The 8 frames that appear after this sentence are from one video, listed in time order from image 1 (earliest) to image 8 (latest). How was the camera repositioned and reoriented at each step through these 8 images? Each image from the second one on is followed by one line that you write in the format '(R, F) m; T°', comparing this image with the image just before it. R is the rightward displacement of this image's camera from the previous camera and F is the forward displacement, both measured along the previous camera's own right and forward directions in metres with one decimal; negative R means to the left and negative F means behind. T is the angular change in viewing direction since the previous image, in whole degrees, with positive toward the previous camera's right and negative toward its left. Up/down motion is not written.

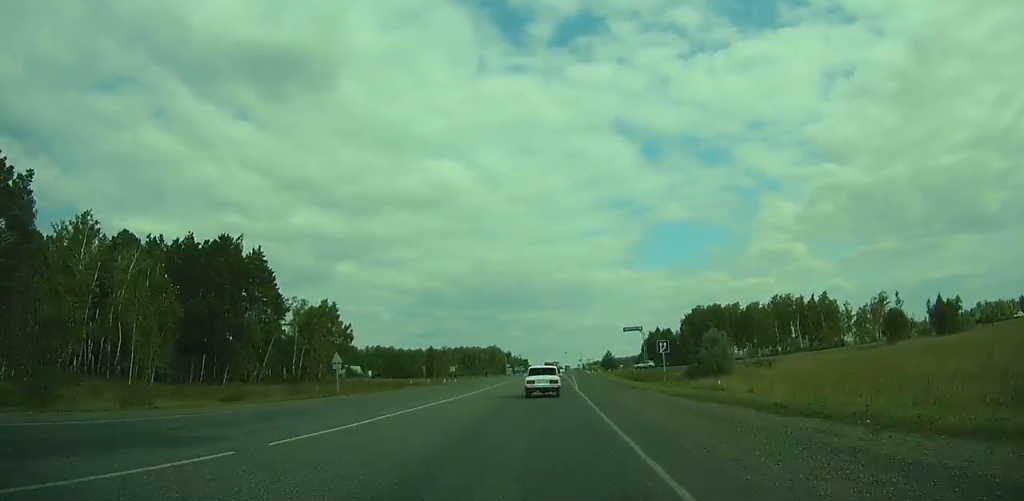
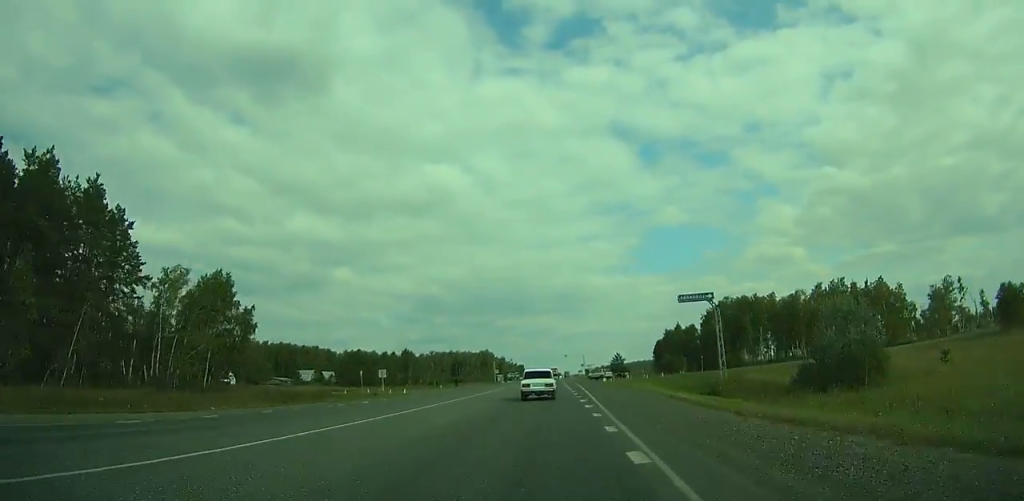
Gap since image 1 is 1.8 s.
(0.0, +34.9) m; 0°
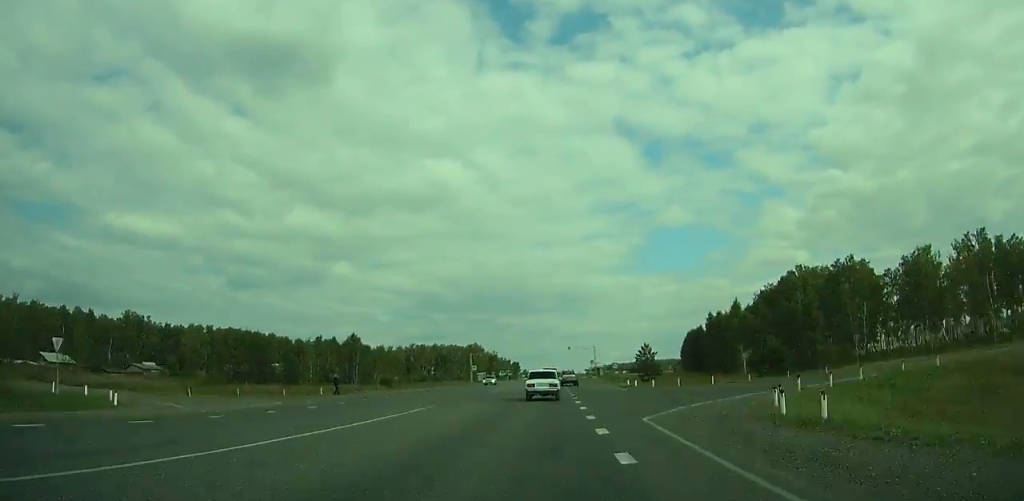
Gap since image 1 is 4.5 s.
(+0.1, +51.4) m; 0°
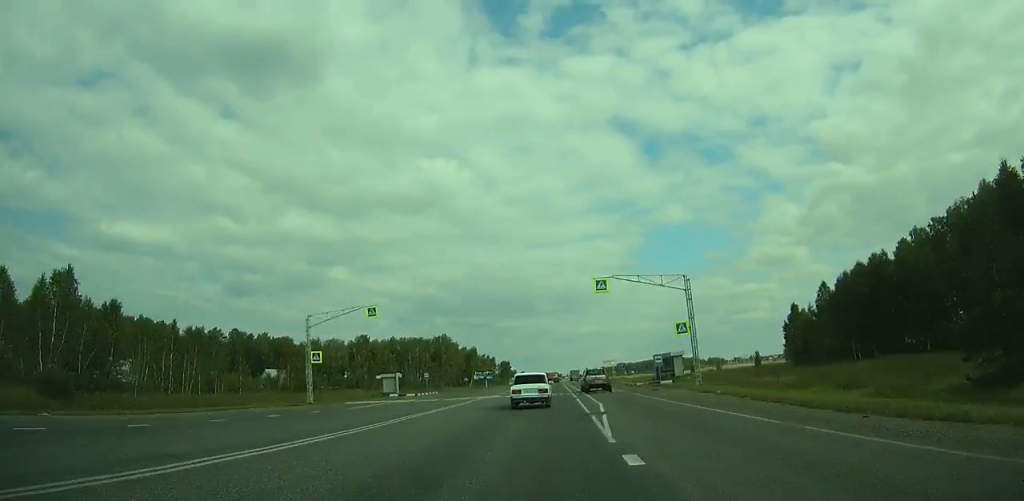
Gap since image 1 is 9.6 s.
(+0.1, +94.2) m; 0°
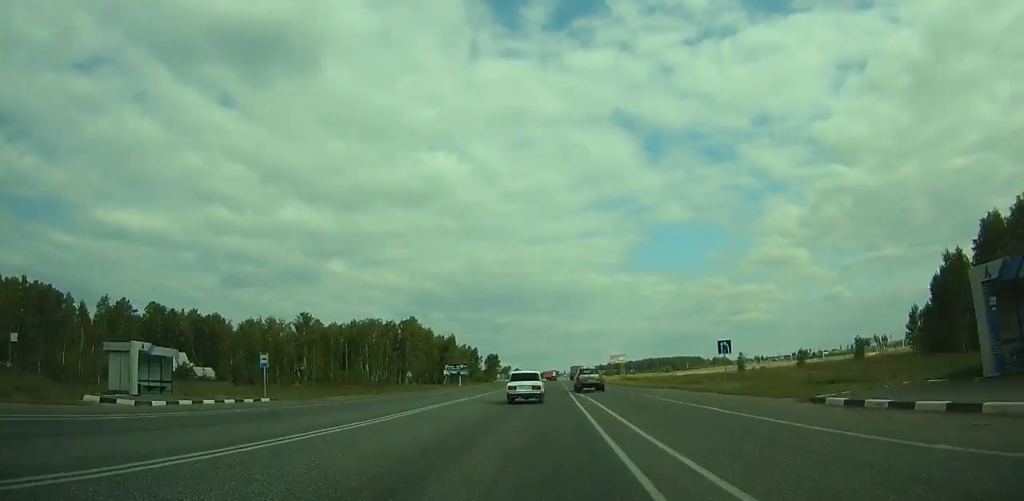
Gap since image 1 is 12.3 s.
(-0.1, +49.6) m; 0°
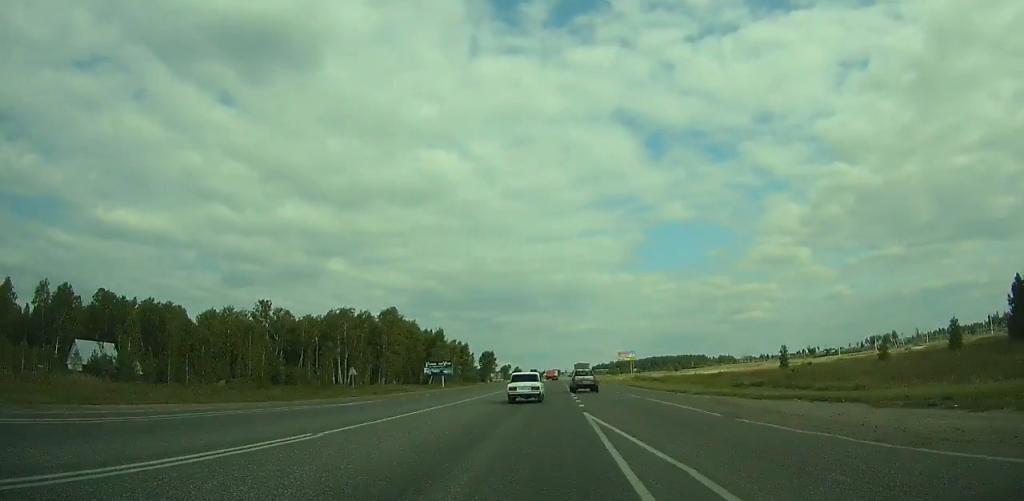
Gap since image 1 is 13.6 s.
(0.0, +24.3) m; 0°
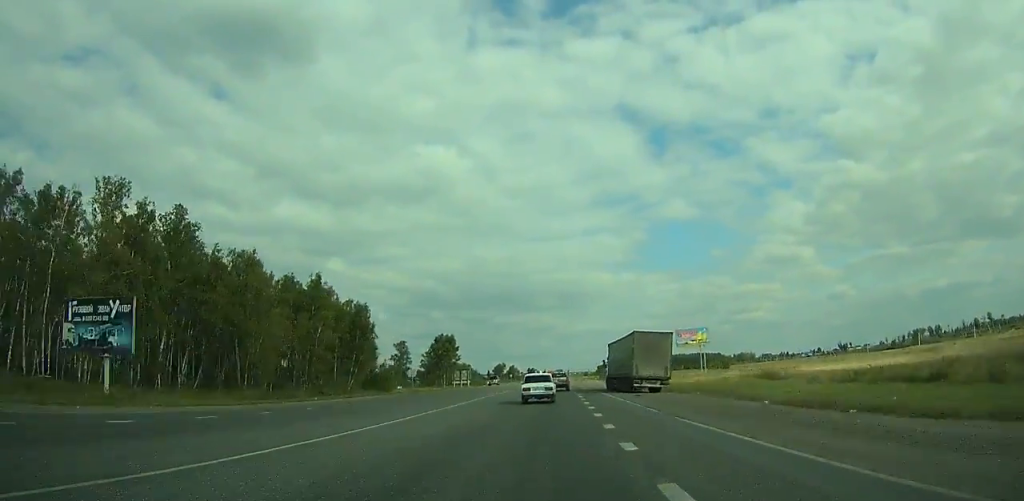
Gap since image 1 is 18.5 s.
(+0.8, +95.3) m; +1°
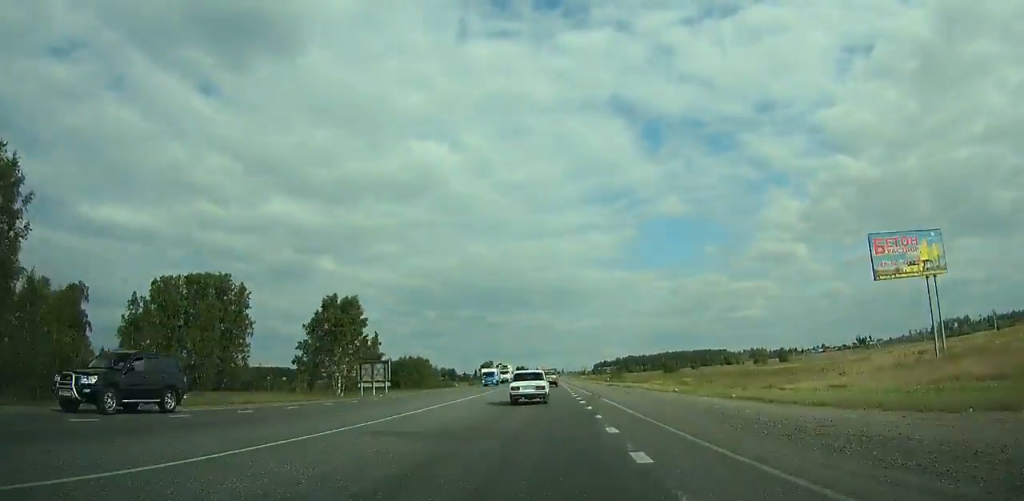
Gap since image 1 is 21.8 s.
(+1.0, +67.2) m; 0°
